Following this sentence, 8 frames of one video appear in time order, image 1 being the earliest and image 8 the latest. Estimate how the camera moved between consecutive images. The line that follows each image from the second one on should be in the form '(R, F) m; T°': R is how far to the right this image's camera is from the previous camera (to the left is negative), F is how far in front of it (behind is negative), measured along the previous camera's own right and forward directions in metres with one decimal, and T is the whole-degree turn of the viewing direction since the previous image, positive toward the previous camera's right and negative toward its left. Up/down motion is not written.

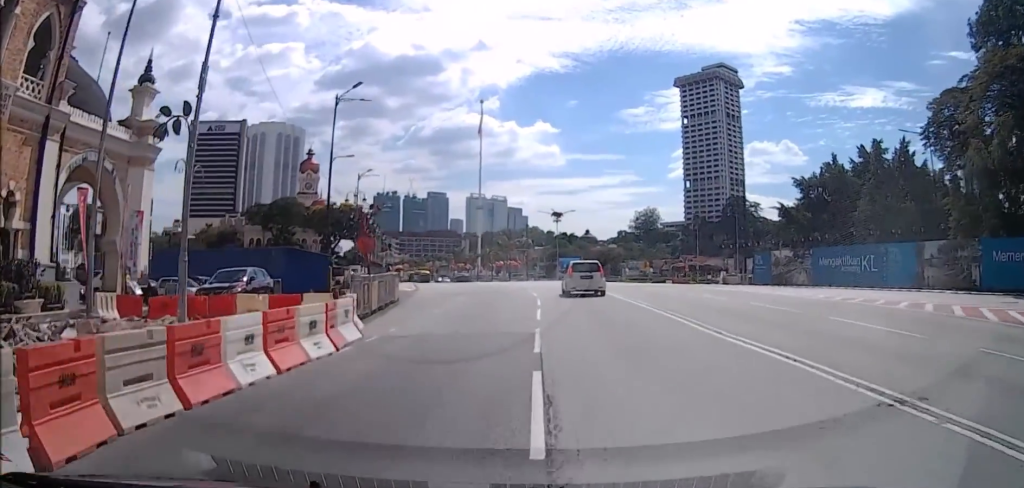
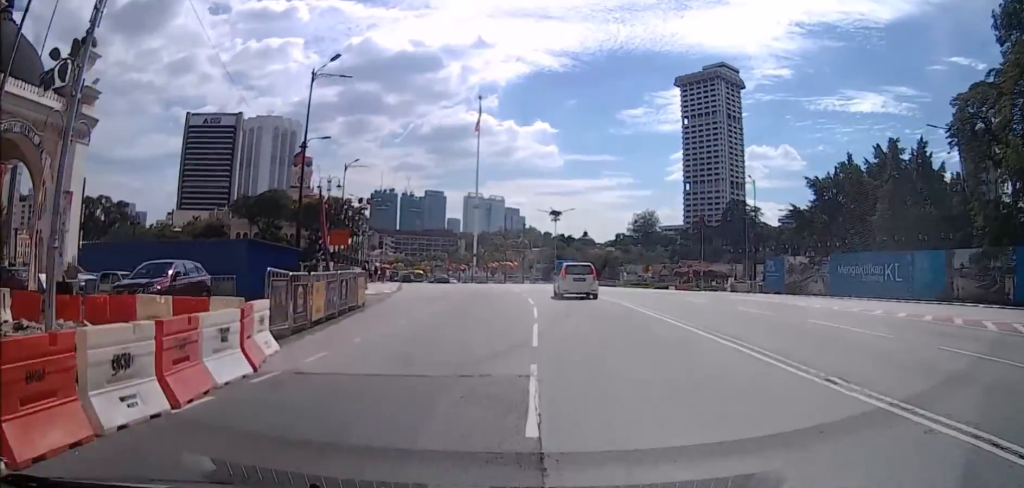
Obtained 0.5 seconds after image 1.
(-0.1, +4.9) m; -1°
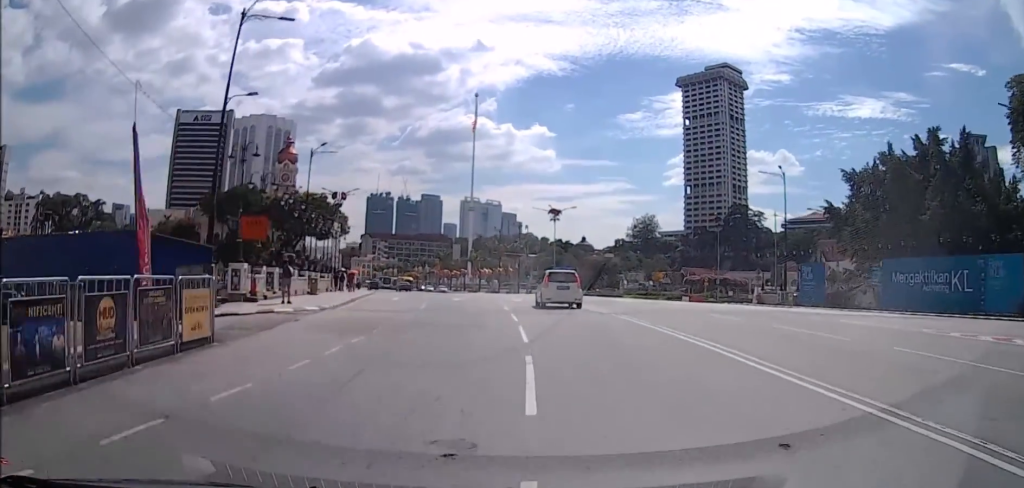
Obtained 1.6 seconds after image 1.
(0.0, +9.9) m; 0°
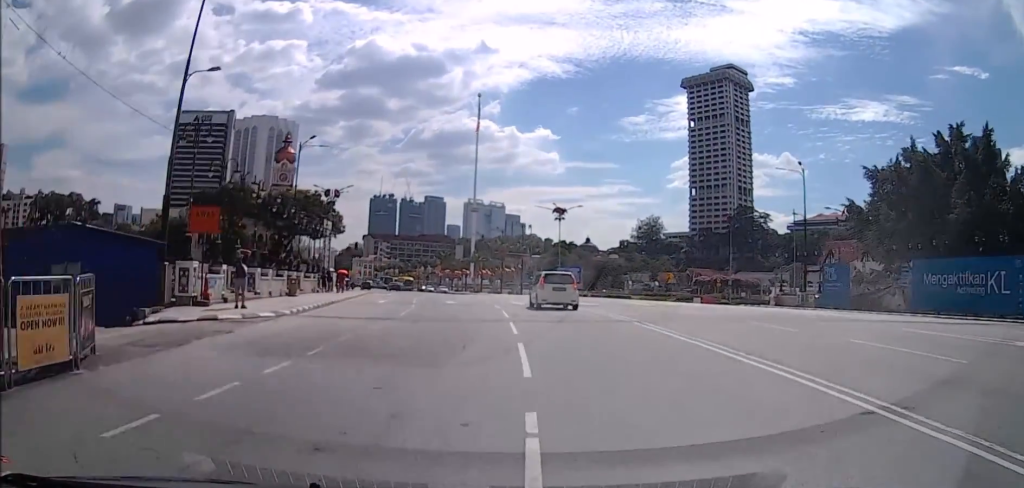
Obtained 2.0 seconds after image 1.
(0.0, +4.0) m; 0°
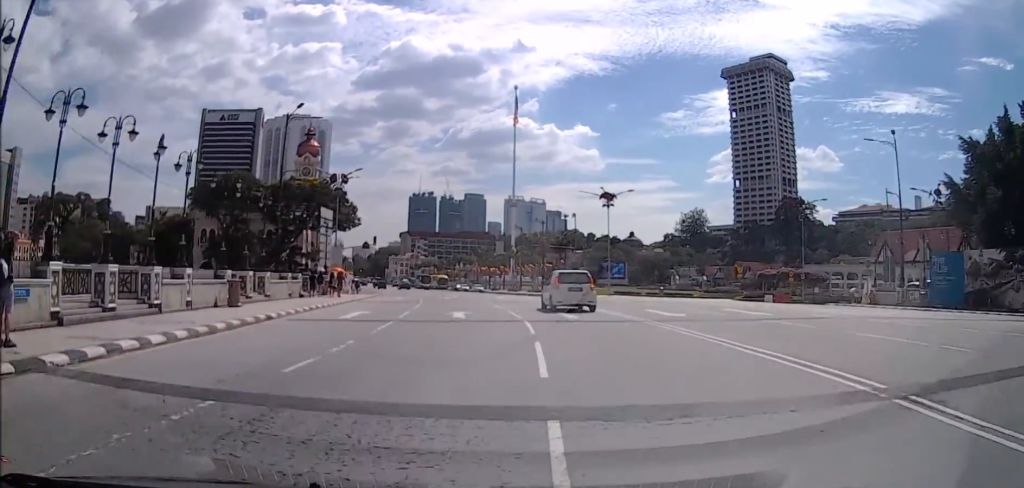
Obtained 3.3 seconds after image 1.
(0.0, +11.7) m; -5°
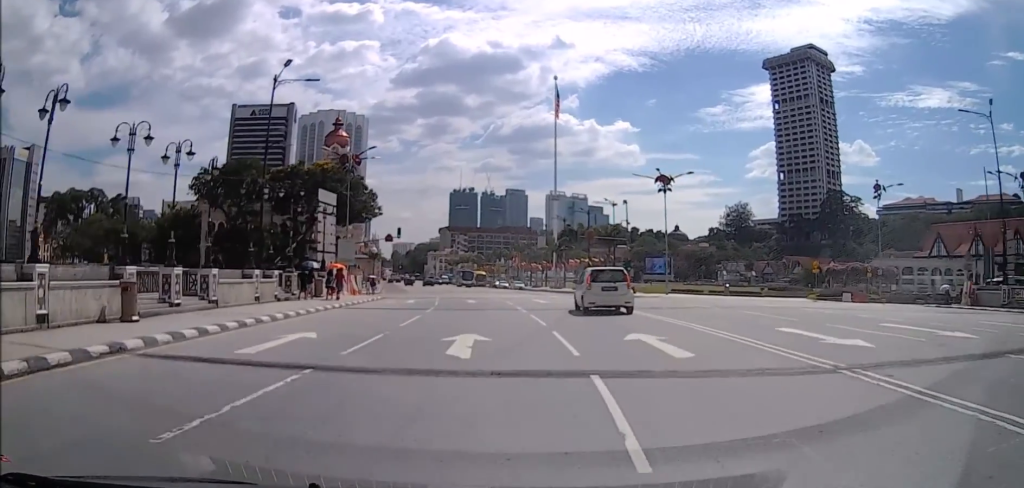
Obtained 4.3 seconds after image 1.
(-0.8, +9.2) m; -7°
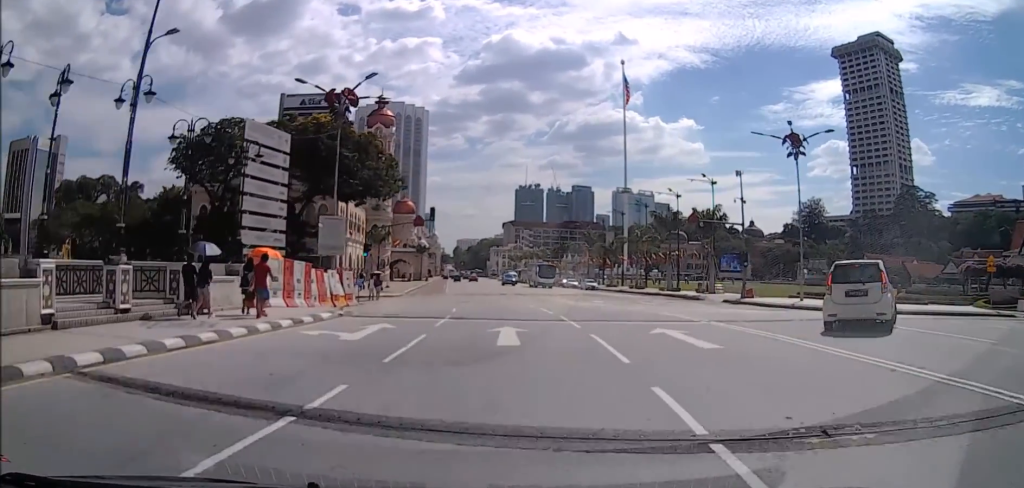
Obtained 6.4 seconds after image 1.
(-1.3, +18.6) m; -7°
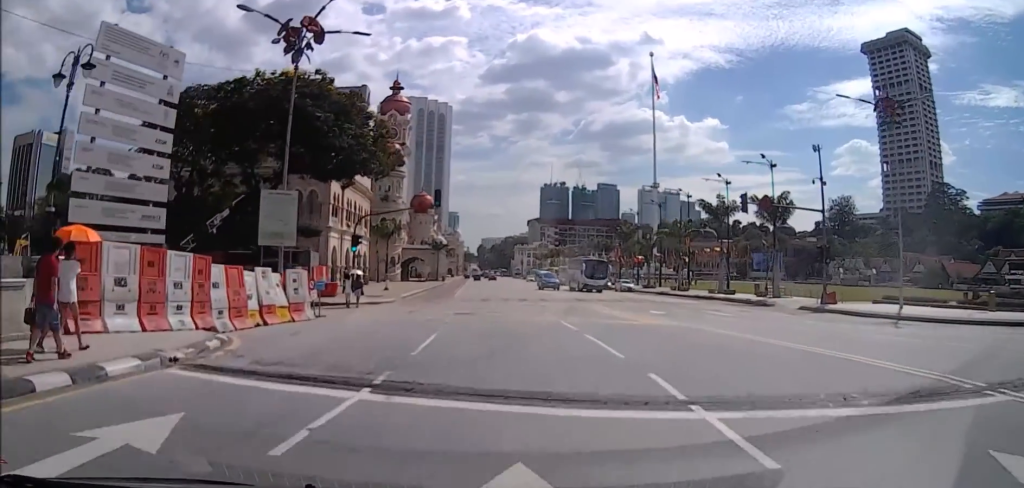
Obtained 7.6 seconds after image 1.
(0.0, +10.7) m; 0°
